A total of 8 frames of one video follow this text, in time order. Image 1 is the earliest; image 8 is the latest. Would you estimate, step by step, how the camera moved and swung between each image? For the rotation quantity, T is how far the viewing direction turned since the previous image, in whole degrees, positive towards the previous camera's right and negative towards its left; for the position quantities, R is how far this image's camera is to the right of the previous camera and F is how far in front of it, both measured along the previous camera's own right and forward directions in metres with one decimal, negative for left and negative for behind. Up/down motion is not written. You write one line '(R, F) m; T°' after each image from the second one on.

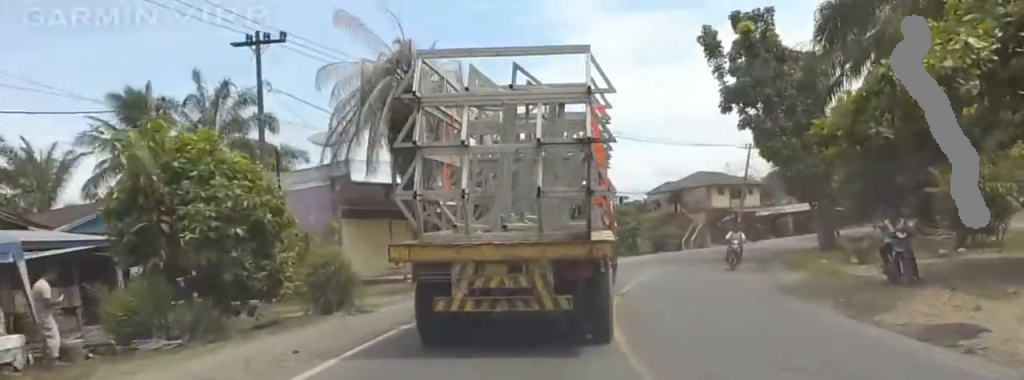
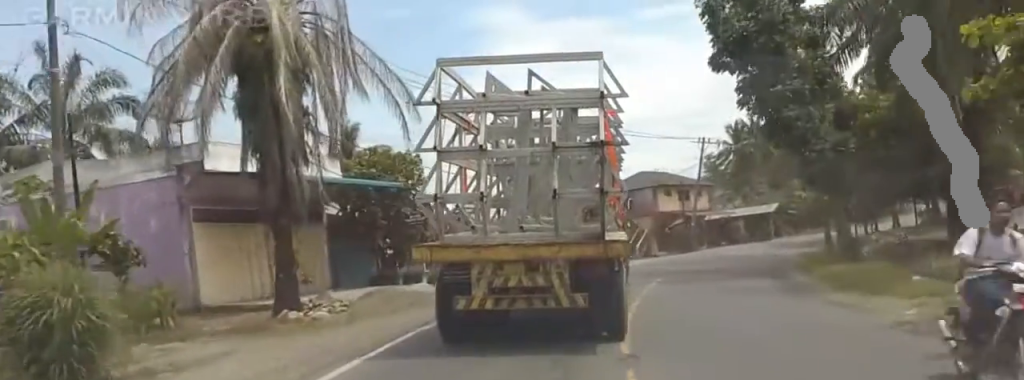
(0.0, +11.0) m; -1°
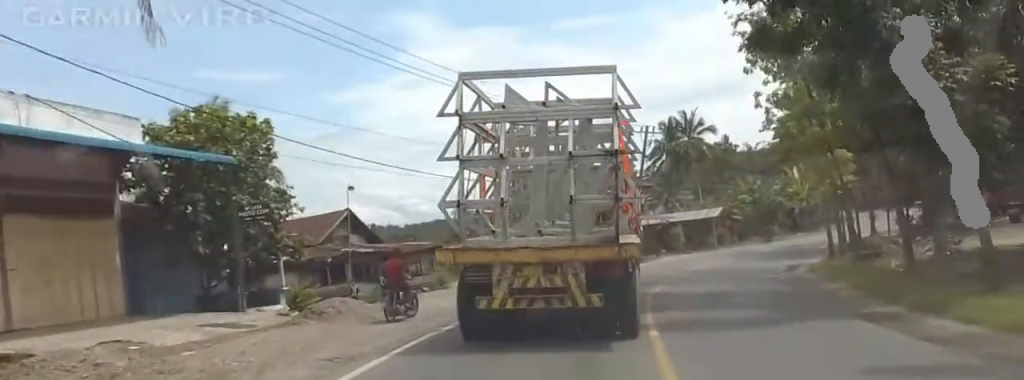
(-0.3, +13.0) m; -3°
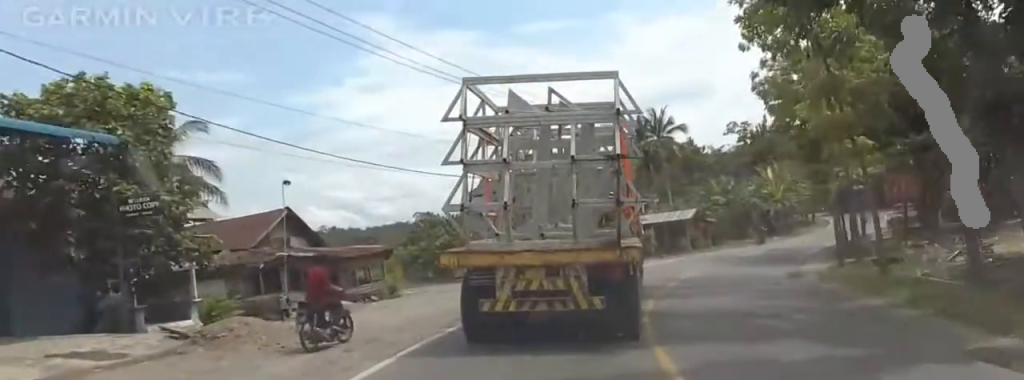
(-0.2, +5.2) m; -1°
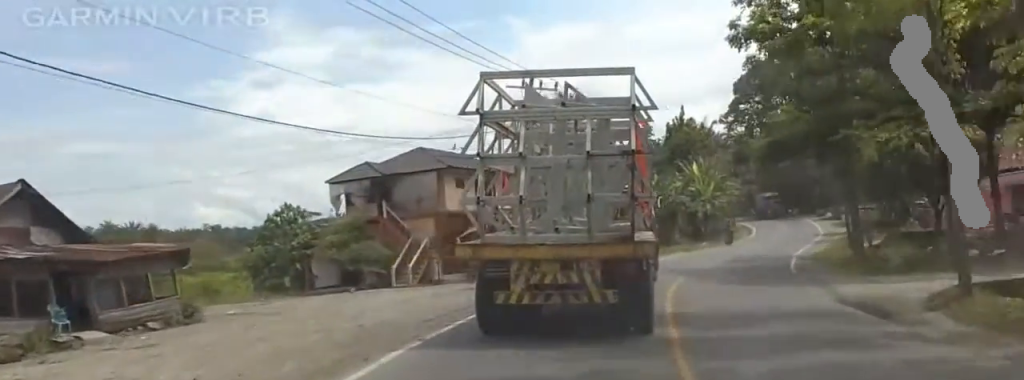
(-0.5, +14.5) m; -8°
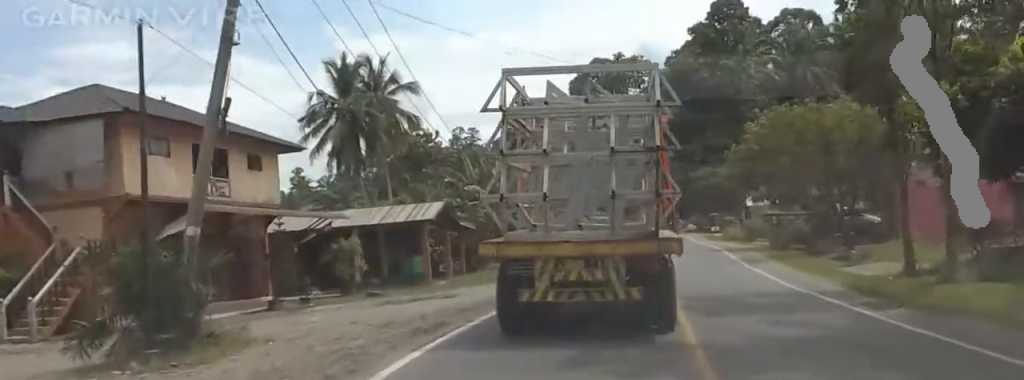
(+1.2, +21.3) m; +13°
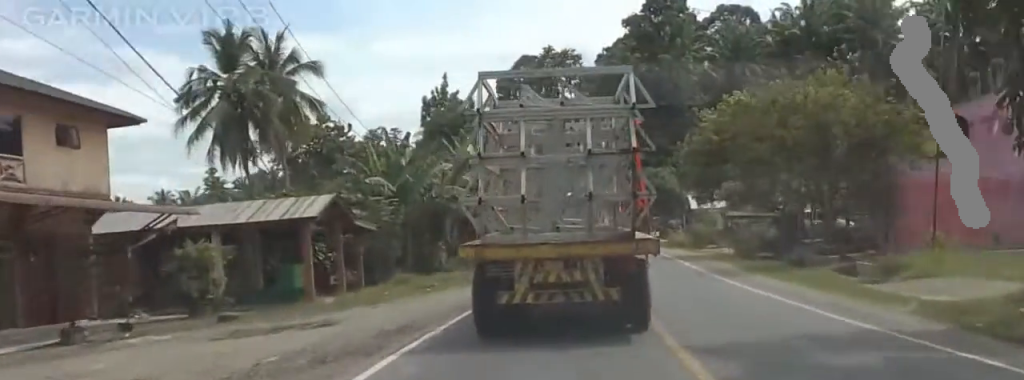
(0.0, +8.5) m; -1°
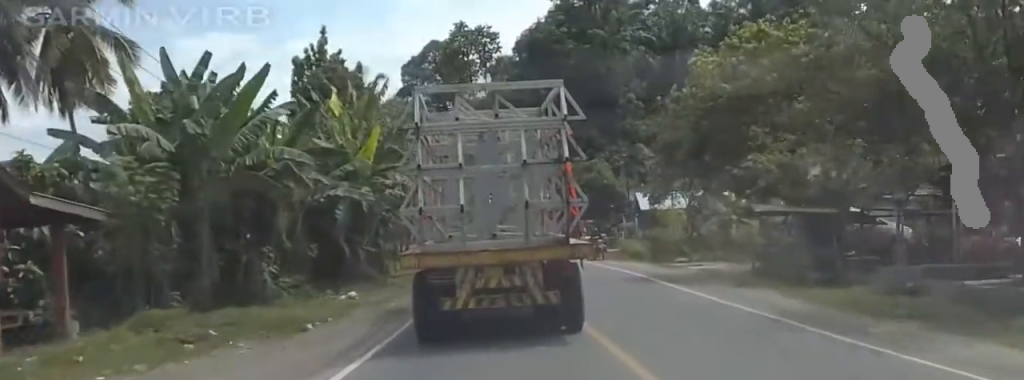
(-0.3, +17.5) m; -2°
